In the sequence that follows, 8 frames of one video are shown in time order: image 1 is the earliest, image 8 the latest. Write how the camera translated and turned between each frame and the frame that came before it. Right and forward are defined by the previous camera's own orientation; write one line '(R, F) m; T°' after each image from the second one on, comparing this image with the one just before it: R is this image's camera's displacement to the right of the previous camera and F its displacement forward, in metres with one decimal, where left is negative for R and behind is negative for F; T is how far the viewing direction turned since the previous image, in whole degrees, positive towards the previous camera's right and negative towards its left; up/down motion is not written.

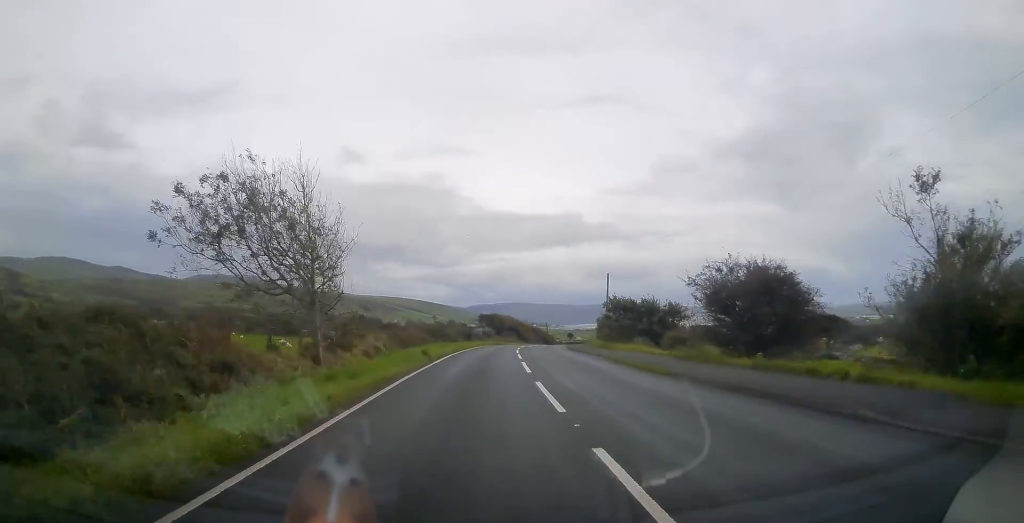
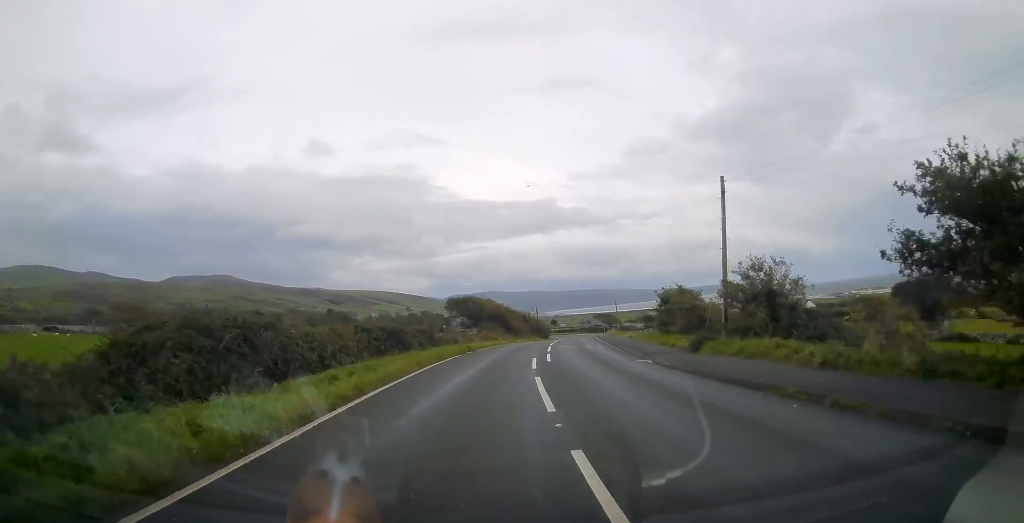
(+0.6, +35.1) m; +2°
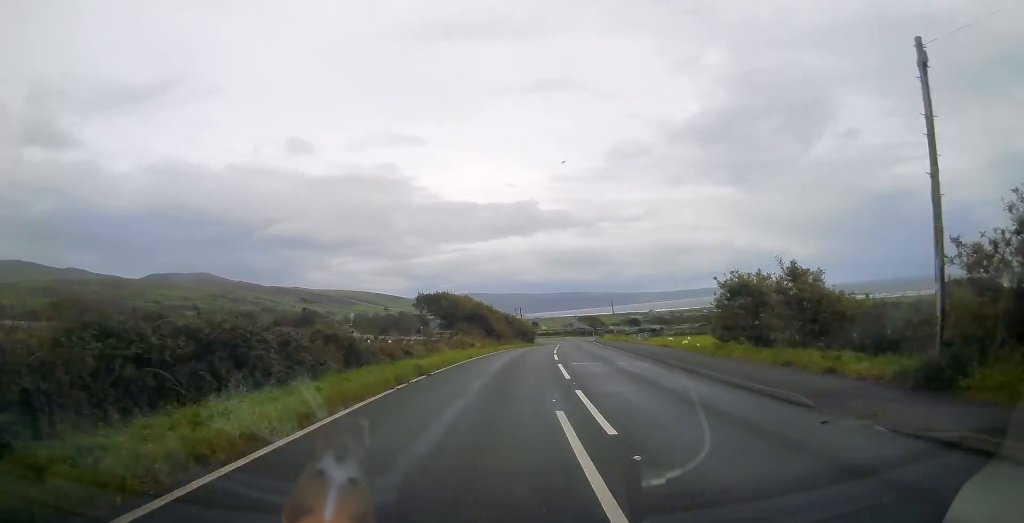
(+0.2, +14.2) m; +2°
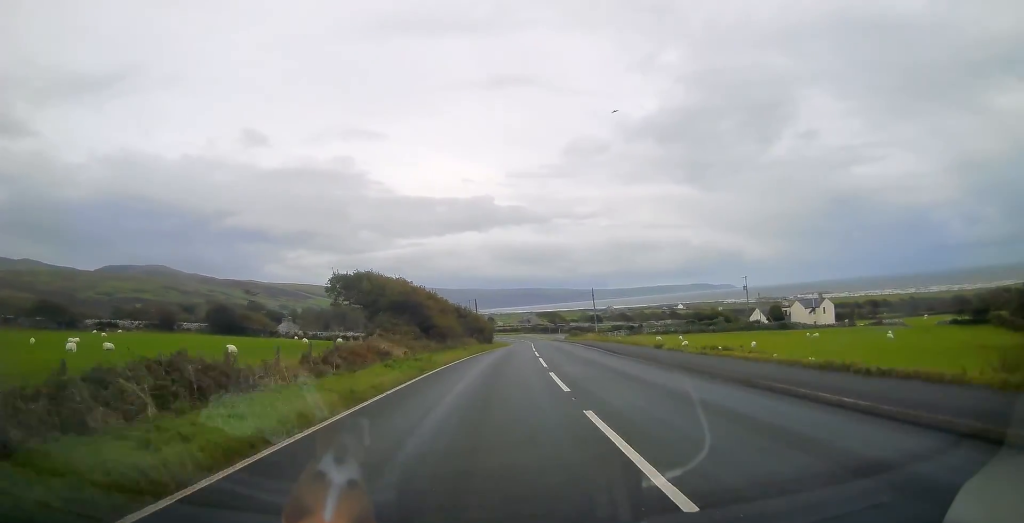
(+0.5, +21.1) m; +3°
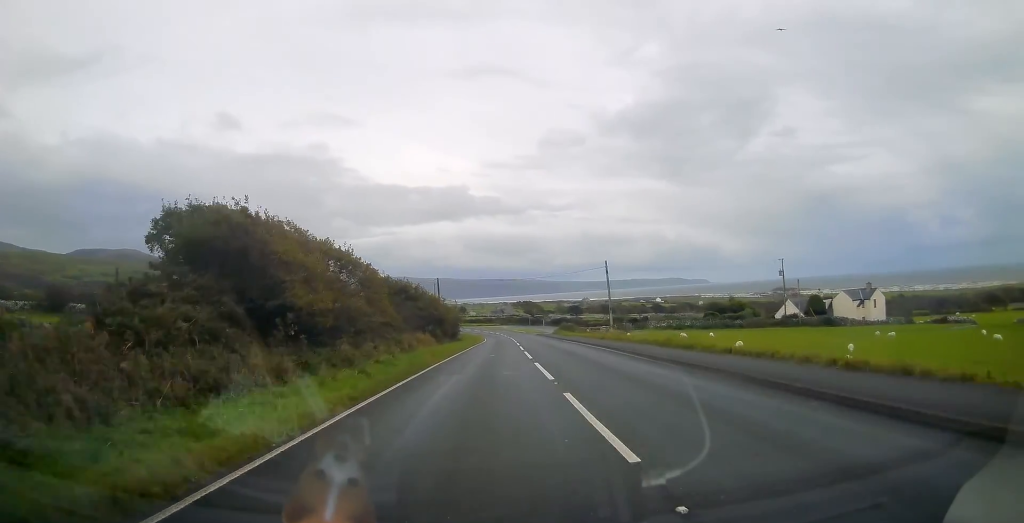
(+0.7, +24.8) m; +3°
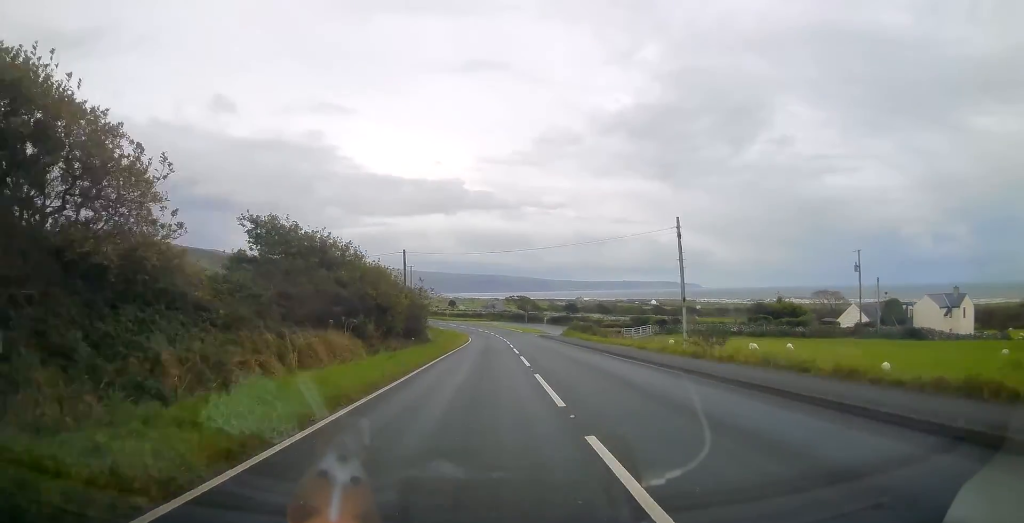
(+0.2, +22.0) m; +1°
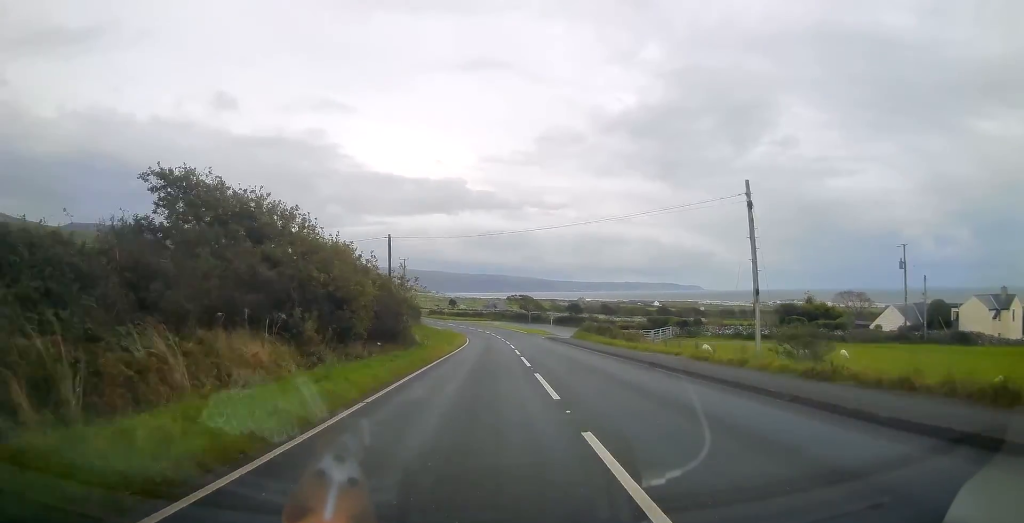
(0.0, +8.3) m; 0°
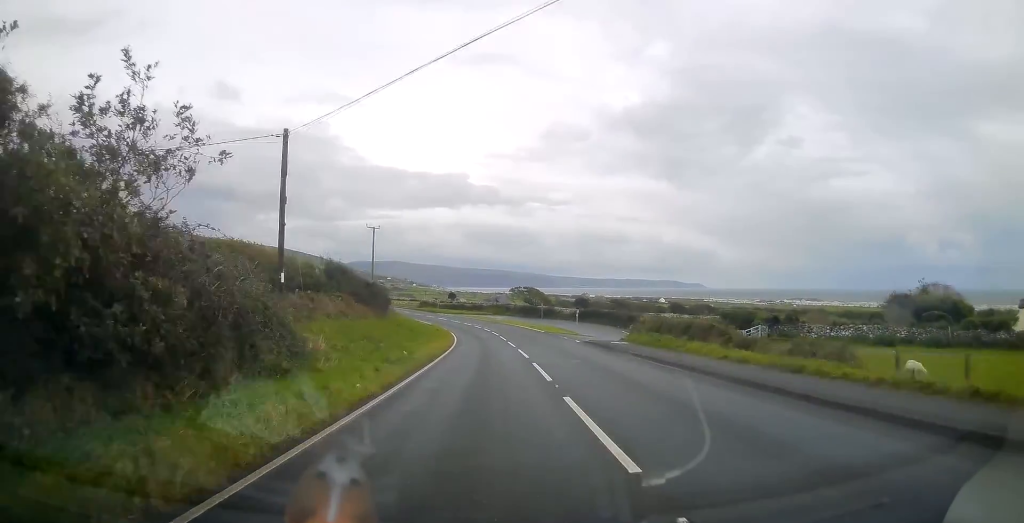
(0.0, +22.9) m; 0°
